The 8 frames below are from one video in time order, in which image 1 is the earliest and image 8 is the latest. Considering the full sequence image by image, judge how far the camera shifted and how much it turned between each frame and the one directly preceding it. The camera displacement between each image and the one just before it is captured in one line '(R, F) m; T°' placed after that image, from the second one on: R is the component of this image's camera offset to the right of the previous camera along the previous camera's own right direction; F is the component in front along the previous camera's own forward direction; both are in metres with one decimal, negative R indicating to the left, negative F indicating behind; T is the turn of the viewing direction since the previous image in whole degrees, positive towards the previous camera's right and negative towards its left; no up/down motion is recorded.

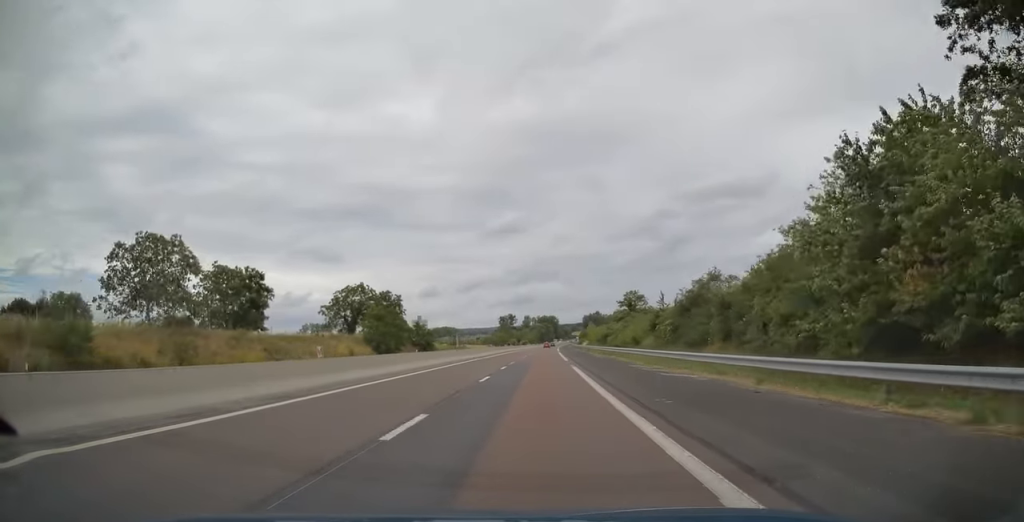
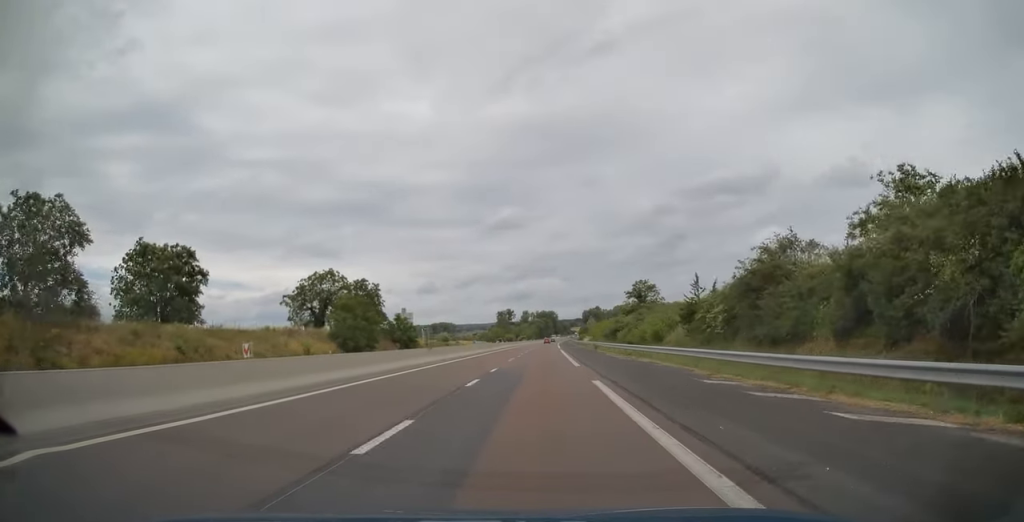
(0.0, +13.9) m; 0°
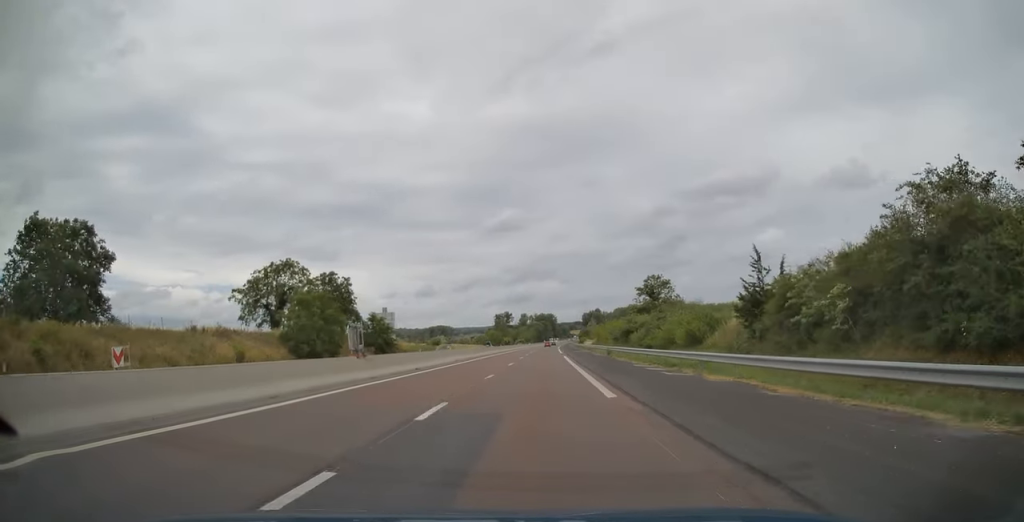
(0.0, +13.9) m; 0°
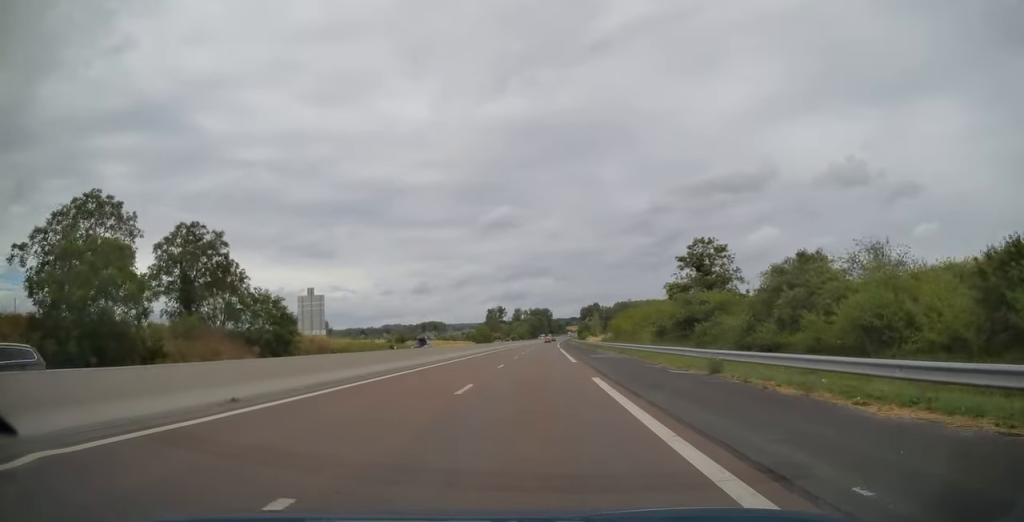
(+0.3, +33.1) m; 0°
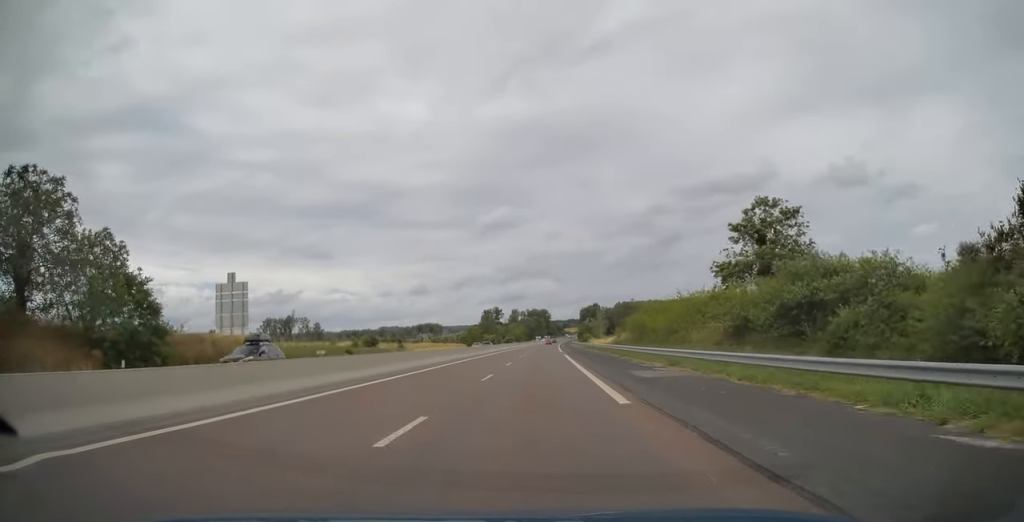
(-0.1, +19.8) m; 0°
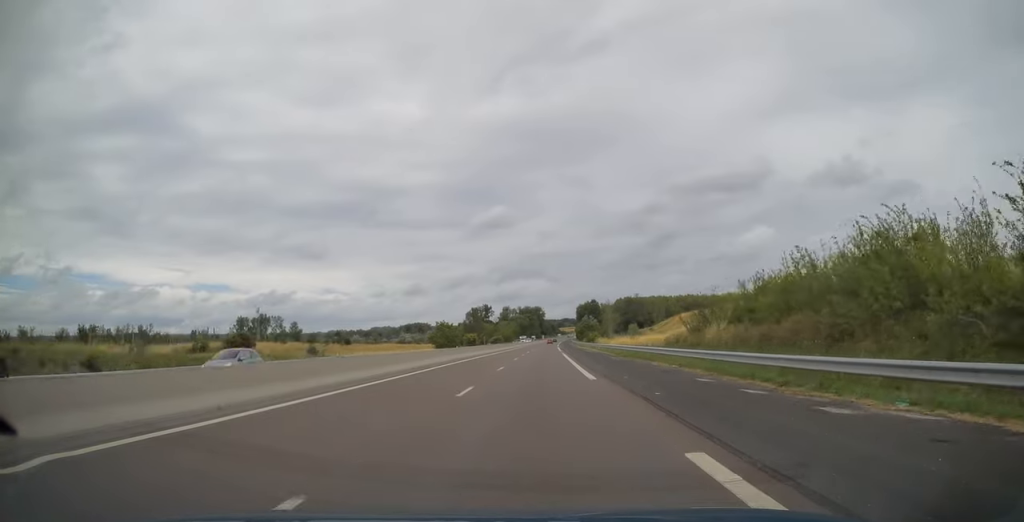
(+0.2, +44.1) m; 0°
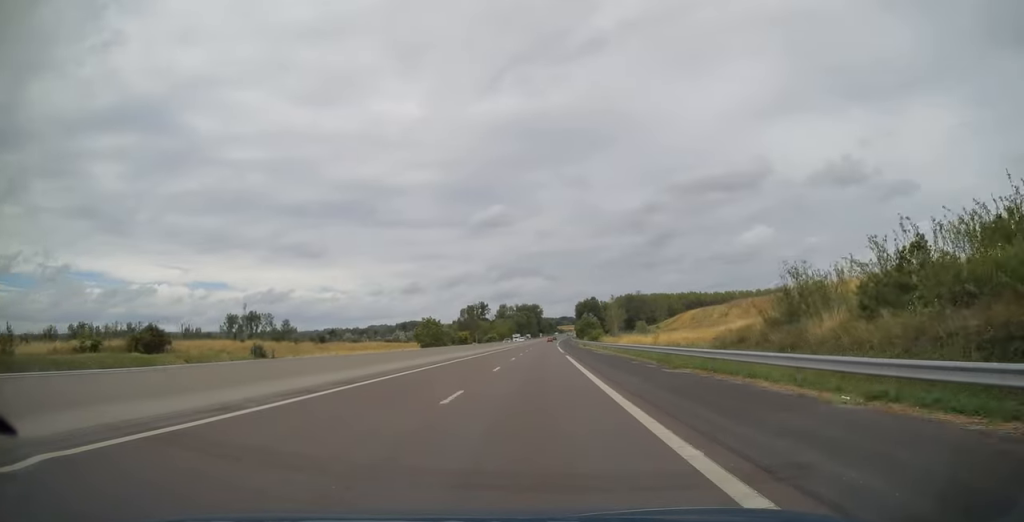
(0.0, +15.1) m; 0°
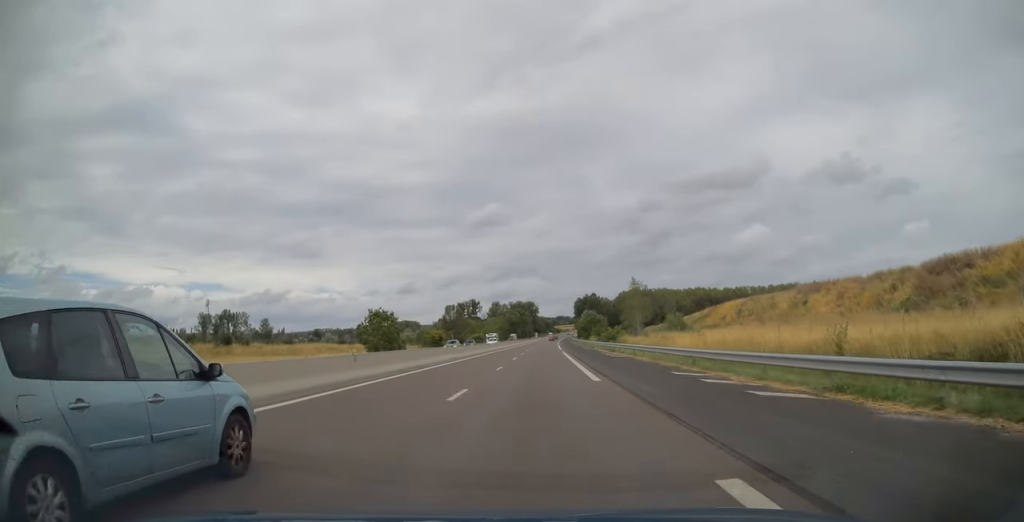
(+0.2, +37.7) m; +1°
